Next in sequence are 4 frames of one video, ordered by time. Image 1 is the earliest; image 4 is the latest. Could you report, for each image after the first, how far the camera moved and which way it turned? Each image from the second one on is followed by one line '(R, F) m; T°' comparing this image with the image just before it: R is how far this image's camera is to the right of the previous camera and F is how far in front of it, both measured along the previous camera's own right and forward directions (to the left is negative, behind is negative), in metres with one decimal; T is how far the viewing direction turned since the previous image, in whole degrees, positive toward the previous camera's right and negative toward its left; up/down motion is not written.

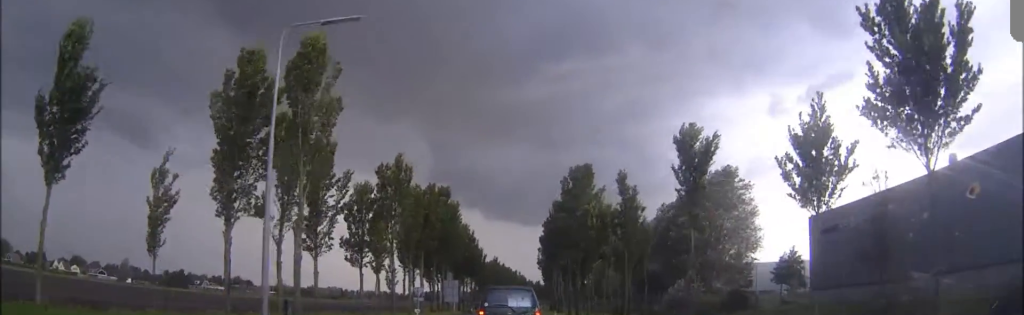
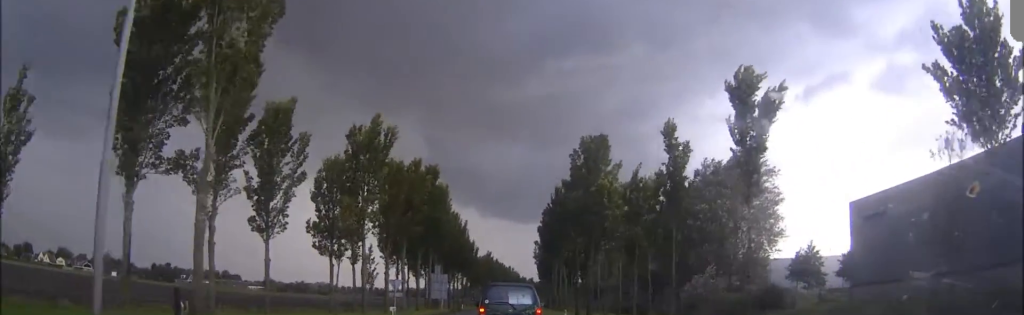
(0.0, +10.7) m; 0°
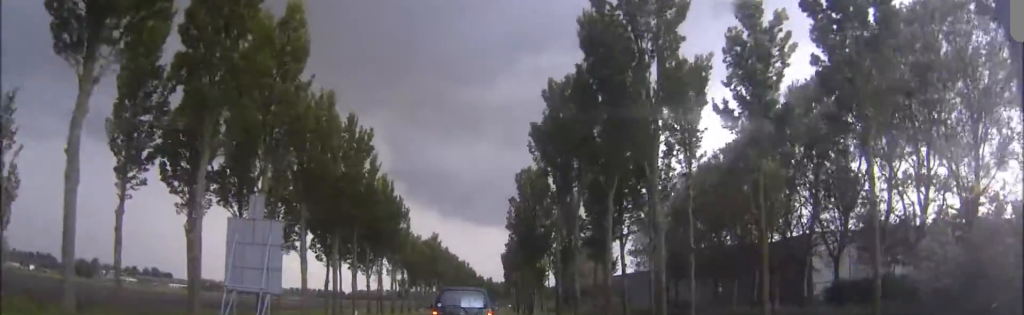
(+2.0, +51.7) m; +4°
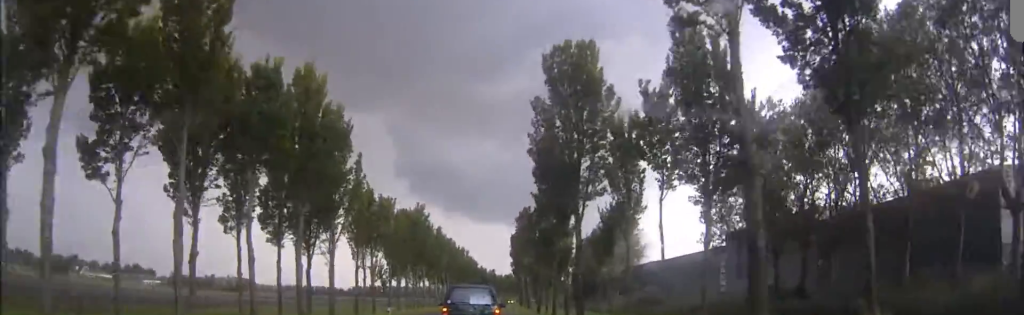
(+0.4, +30.8) m; +1°
